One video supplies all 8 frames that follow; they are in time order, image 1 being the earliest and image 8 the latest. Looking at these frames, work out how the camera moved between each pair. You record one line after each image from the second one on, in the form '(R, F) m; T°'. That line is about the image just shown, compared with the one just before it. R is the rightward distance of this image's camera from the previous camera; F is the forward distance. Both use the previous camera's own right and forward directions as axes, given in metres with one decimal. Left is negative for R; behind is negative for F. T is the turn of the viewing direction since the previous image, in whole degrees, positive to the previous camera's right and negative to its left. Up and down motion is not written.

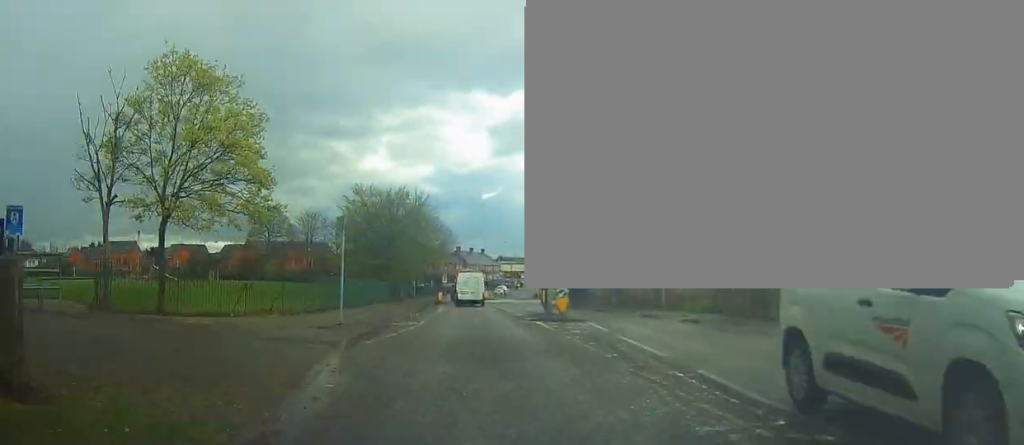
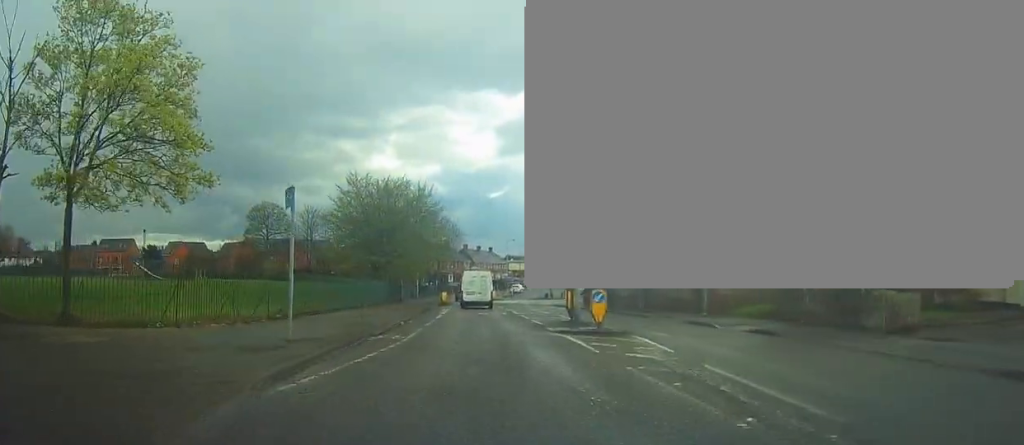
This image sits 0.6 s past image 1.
(-0.1, +5.4) m; -2°
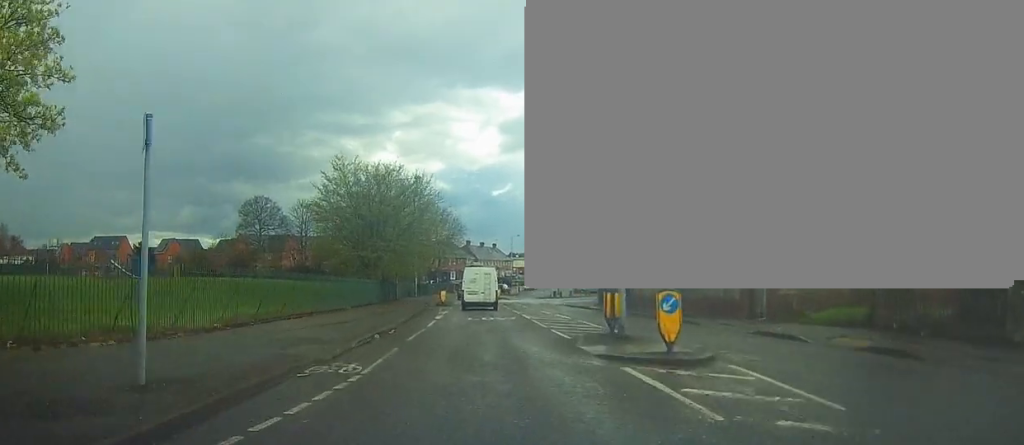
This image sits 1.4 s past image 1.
(-0.2, +5.9) m; -1°
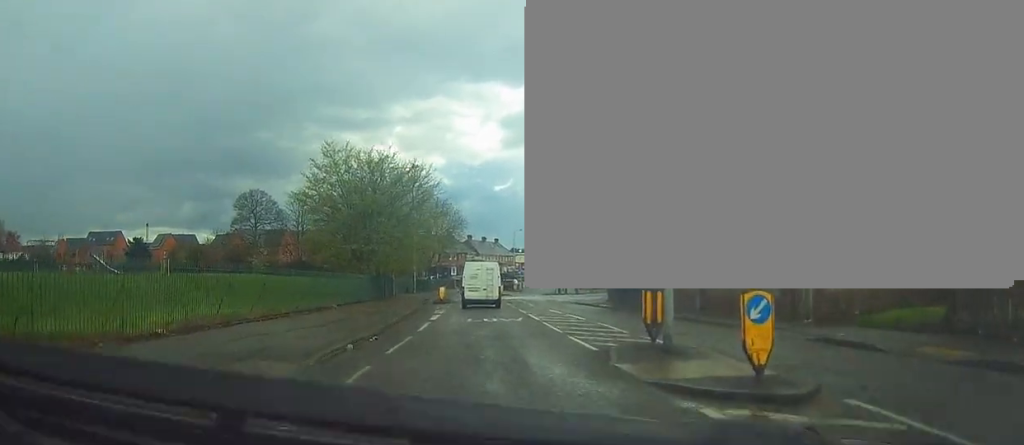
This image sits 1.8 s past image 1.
(-0.1, +3.6) m; -1°
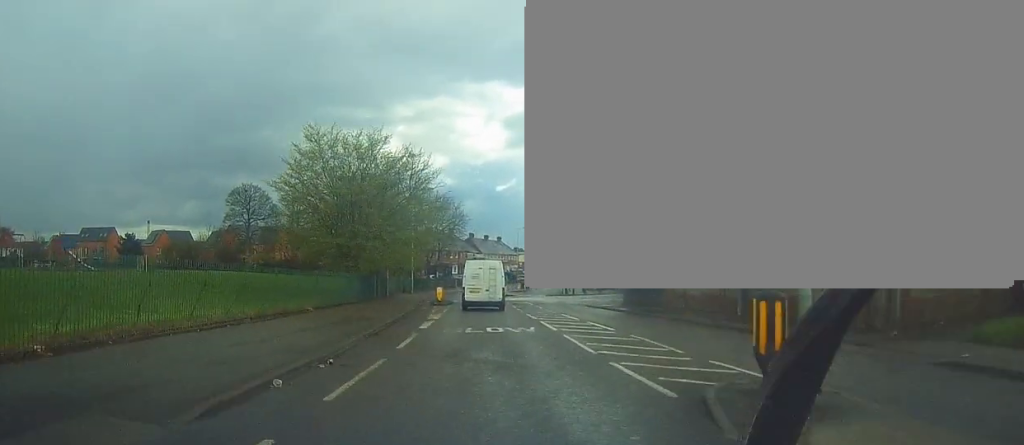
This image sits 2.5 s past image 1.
(0.0, +4.8) m; +1°
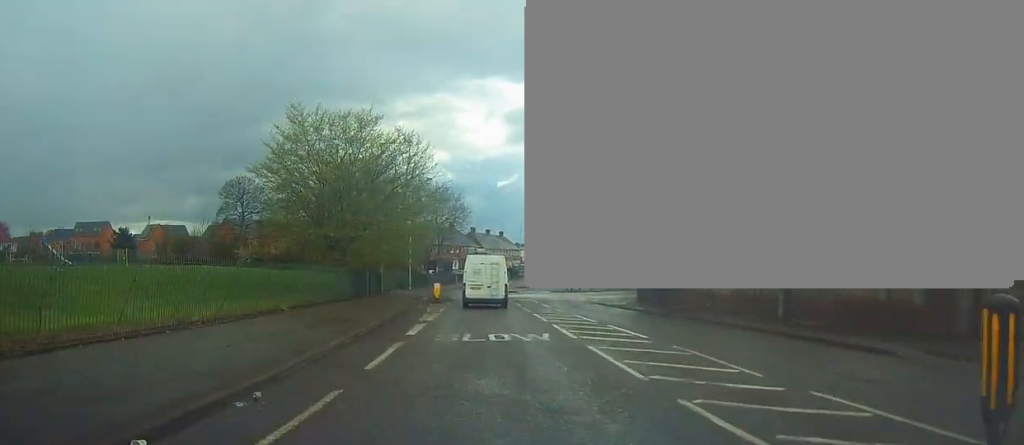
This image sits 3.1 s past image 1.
(0.0, +3.7) m; -1°
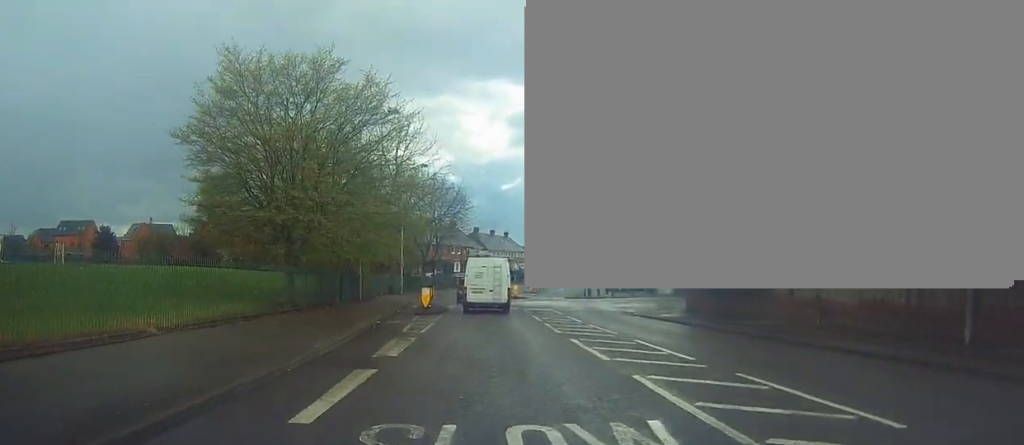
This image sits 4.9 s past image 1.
(-0.3, +9.6) m; -1°
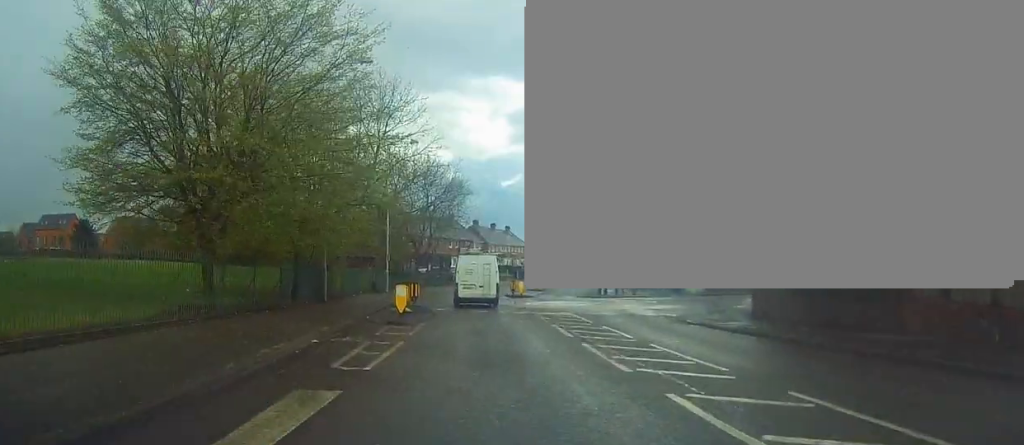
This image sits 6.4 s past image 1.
(+0.4, +8.2) m; +1°
